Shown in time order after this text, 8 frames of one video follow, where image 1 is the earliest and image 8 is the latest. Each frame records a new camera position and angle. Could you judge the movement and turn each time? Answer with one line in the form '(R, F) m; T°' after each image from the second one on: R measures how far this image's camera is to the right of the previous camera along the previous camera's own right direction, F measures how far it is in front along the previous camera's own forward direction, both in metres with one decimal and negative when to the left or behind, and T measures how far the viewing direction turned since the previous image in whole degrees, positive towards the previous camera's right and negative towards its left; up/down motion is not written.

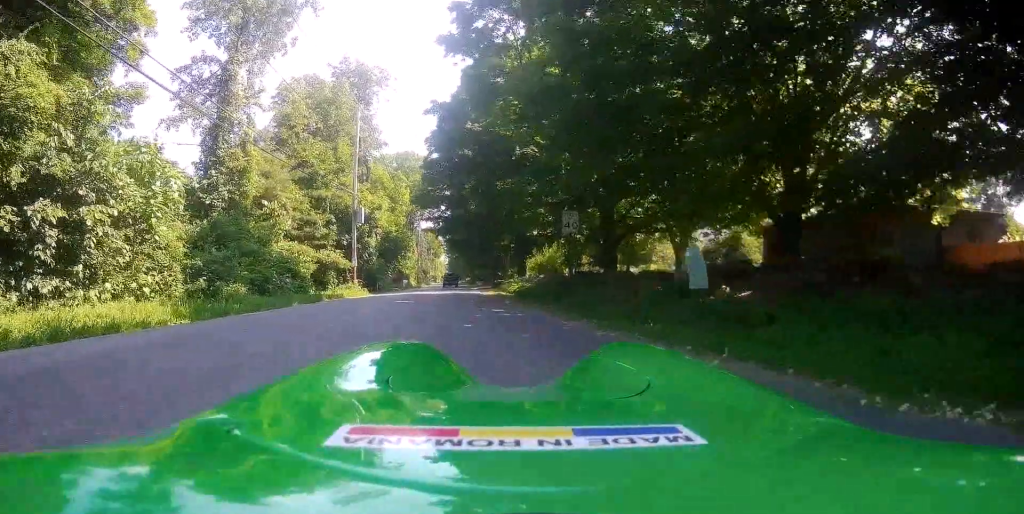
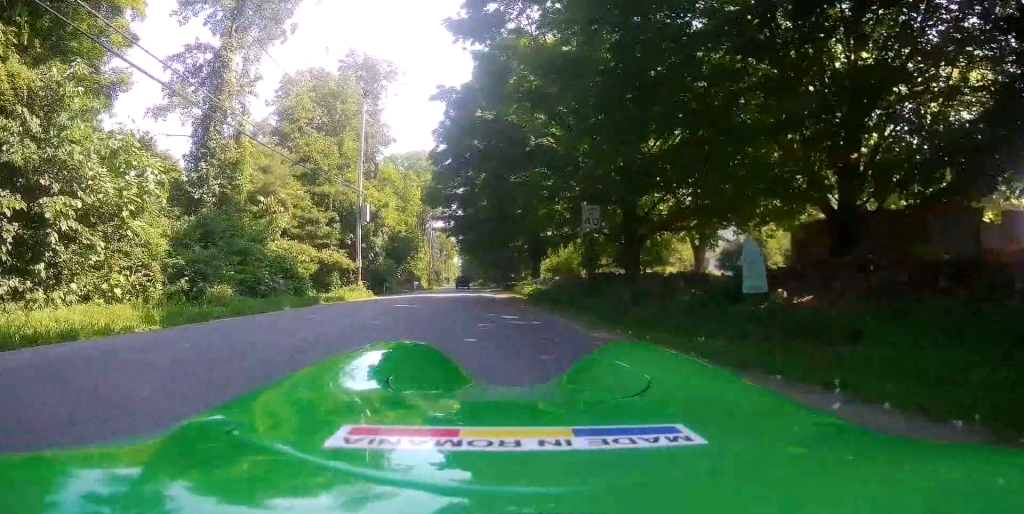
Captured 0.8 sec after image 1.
(0.0, +2.4) m; +4°
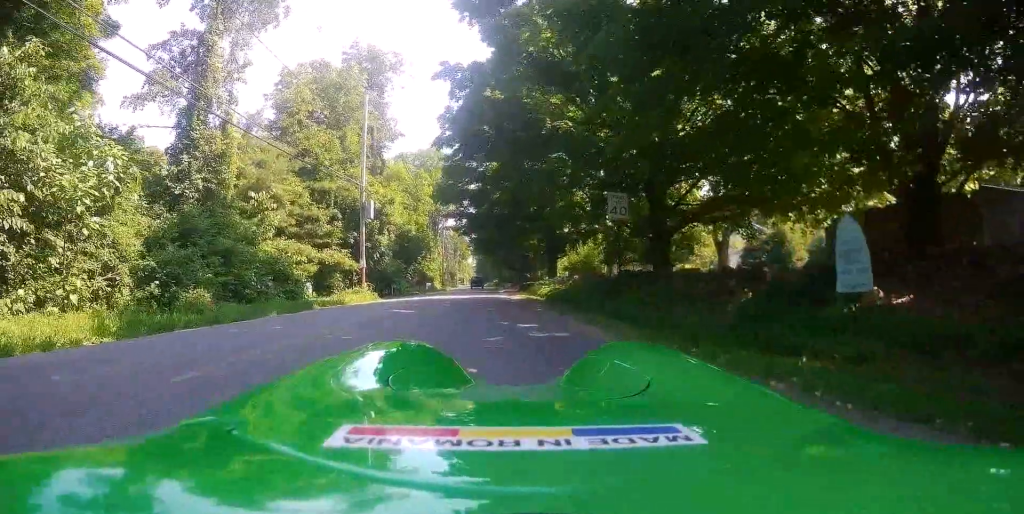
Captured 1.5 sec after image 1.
(+0.2, +2.7) m; +4°
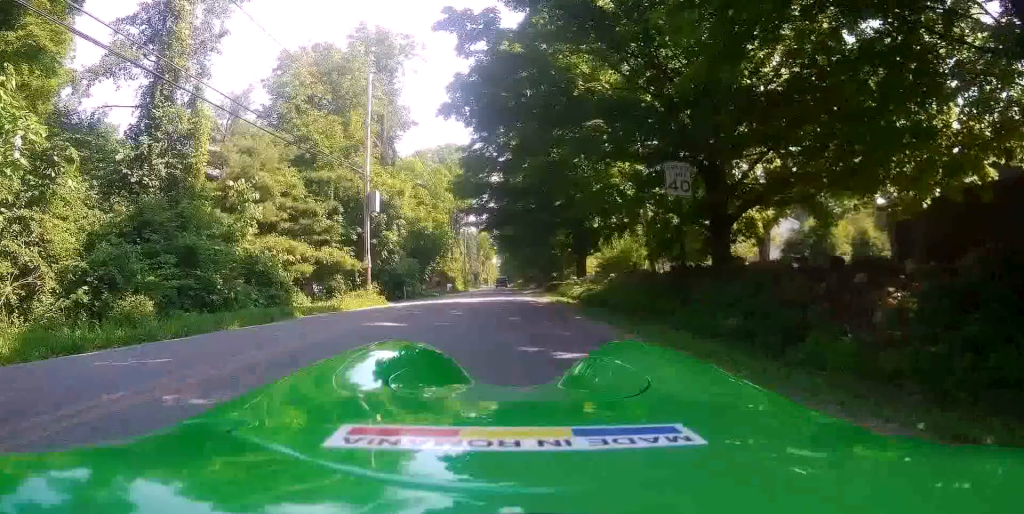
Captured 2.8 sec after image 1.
(-0.2, +4.4) m; -6°
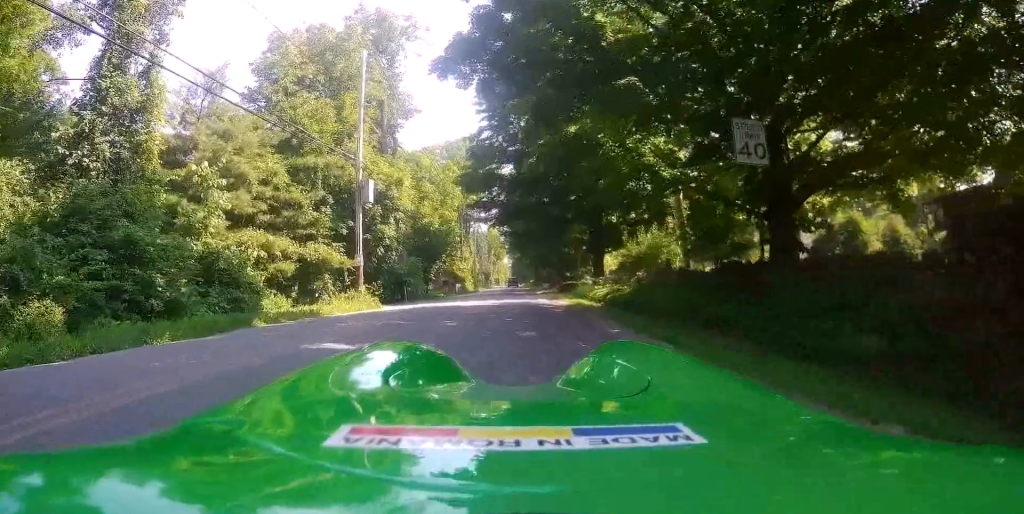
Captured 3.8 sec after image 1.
(-0.2, +3.7) m; -4°
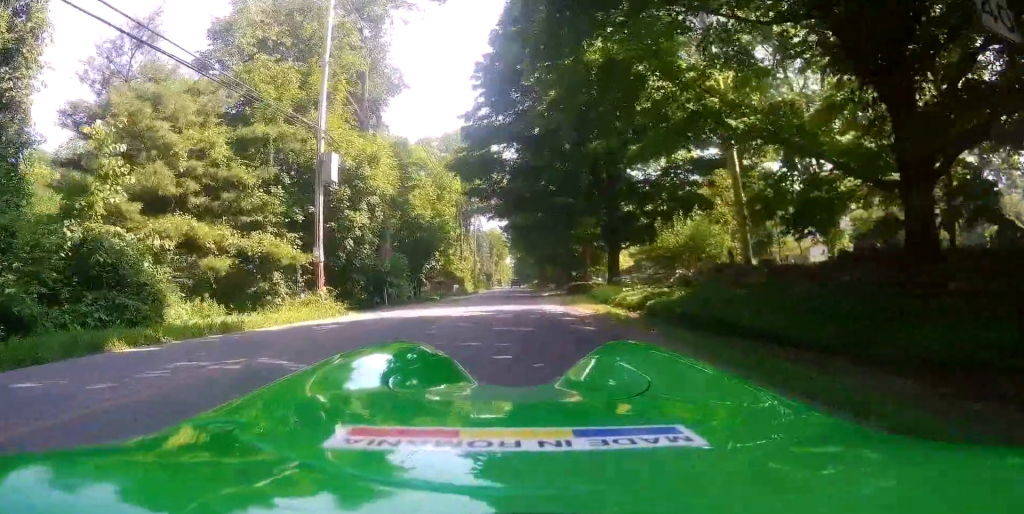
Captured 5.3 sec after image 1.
(-0.3, +6.1) m; -1°
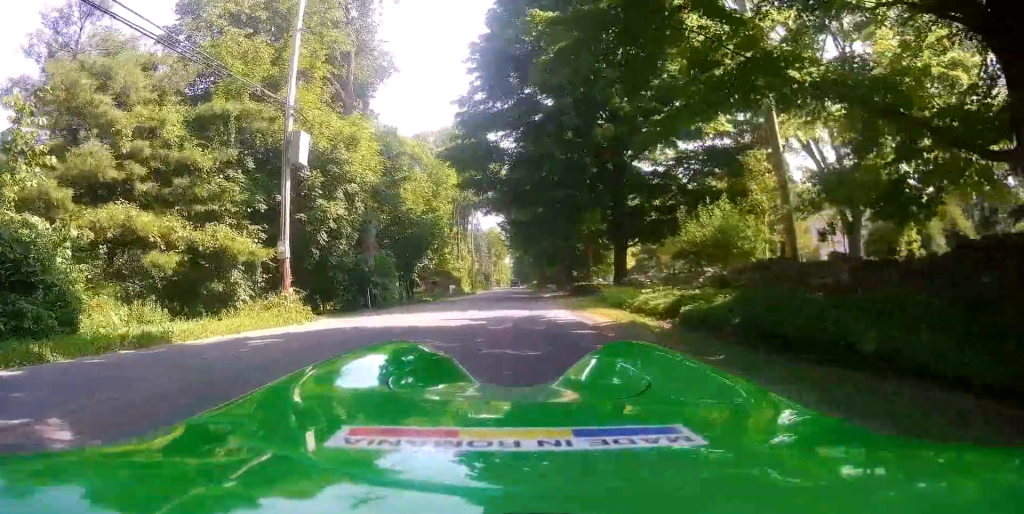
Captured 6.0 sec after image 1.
(+0.1, +3.2) m; +2°
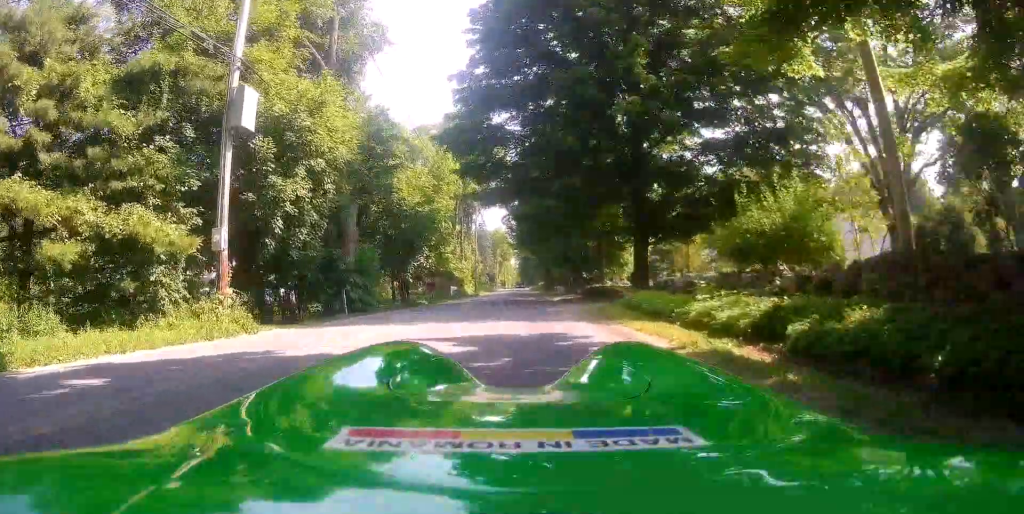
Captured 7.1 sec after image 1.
(+0.1, +4.7) m; +1°
